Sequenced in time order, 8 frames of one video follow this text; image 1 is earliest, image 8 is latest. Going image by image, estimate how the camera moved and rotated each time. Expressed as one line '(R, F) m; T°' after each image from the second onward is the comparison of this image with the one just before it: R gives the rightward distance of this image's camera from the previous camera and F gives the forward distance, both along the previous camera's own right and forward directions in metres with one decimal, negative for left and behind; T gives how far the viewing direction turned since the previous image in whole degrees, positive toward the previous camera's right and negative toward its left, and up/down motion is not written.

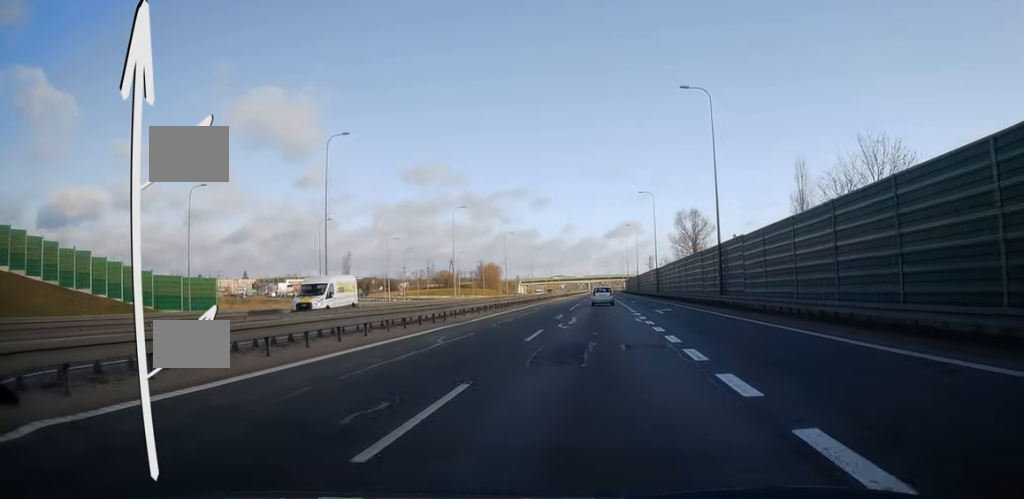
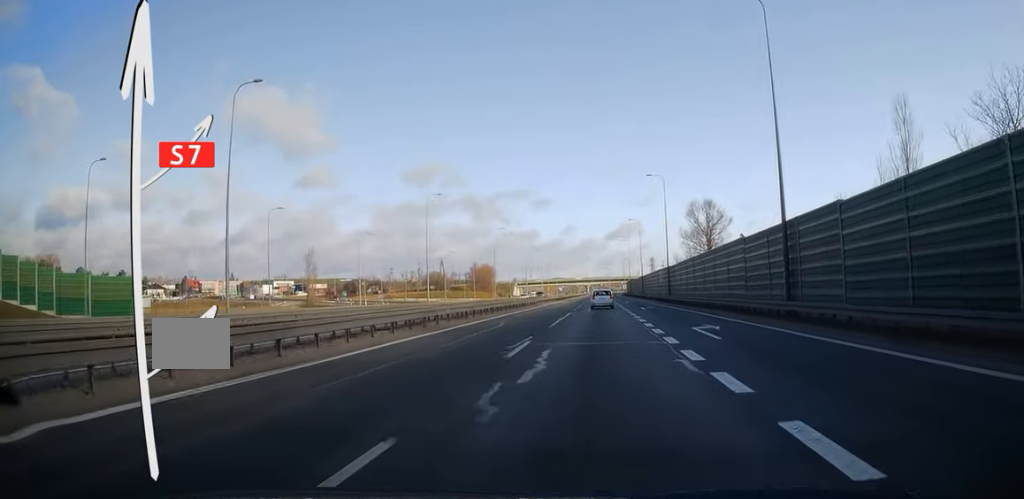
(0.0, +15.5) m; 0°
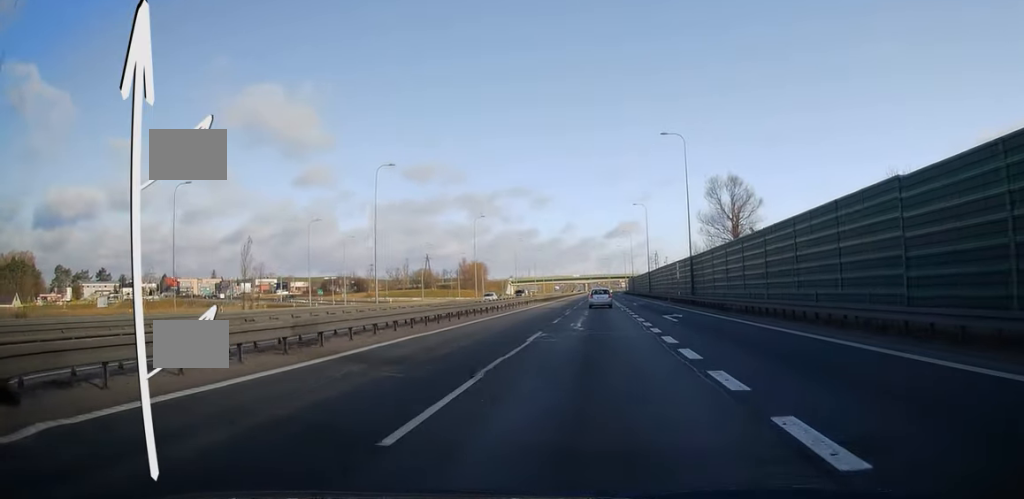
(-0.1, +19.7) m; 0°
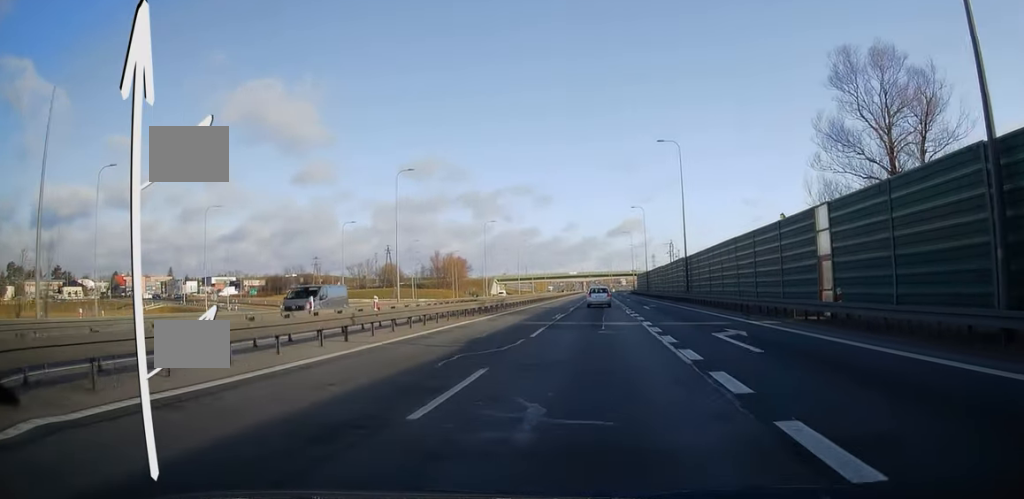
(+0.2, +44.2) m; 0°
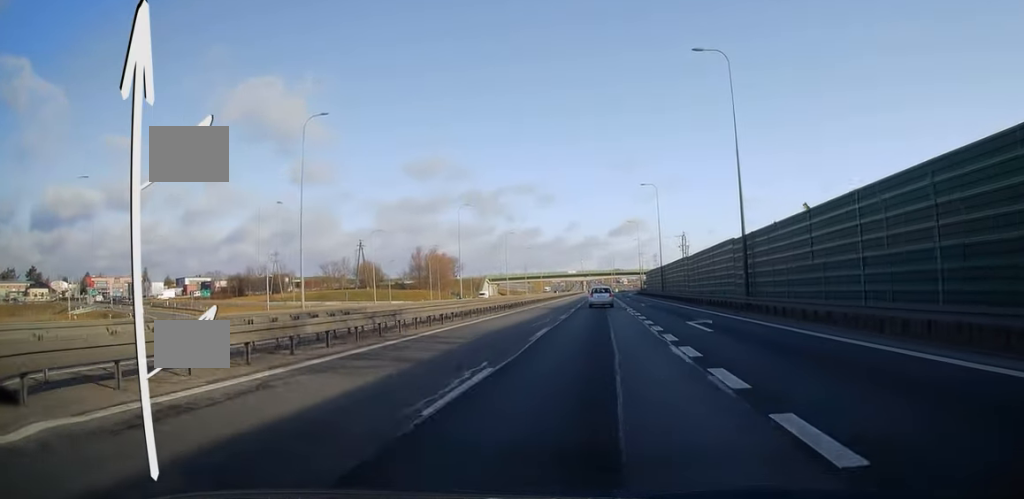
(0.0, +23.5) m; 0°
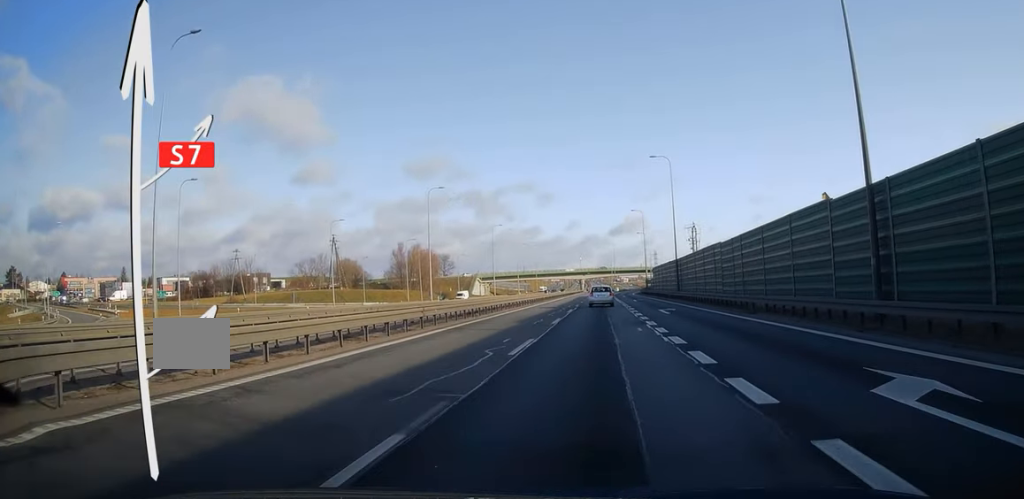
(0.0, +17.4) m; 0°
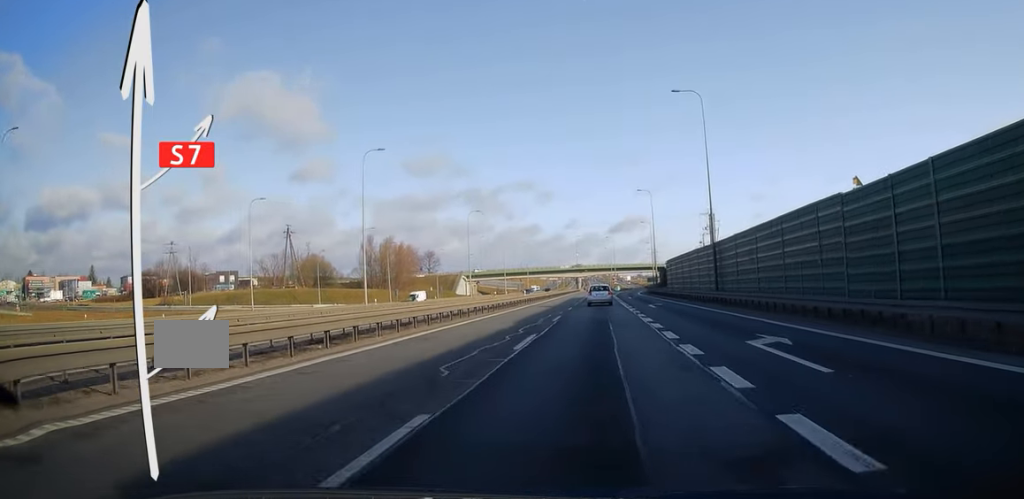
(0.0, +22.8) m; 0°
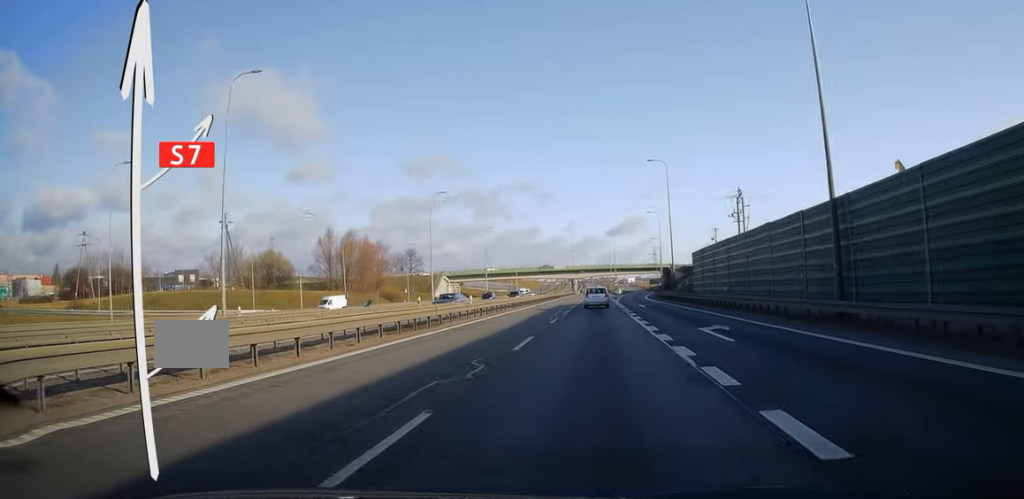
(0.0, +23.5) m; 0°
